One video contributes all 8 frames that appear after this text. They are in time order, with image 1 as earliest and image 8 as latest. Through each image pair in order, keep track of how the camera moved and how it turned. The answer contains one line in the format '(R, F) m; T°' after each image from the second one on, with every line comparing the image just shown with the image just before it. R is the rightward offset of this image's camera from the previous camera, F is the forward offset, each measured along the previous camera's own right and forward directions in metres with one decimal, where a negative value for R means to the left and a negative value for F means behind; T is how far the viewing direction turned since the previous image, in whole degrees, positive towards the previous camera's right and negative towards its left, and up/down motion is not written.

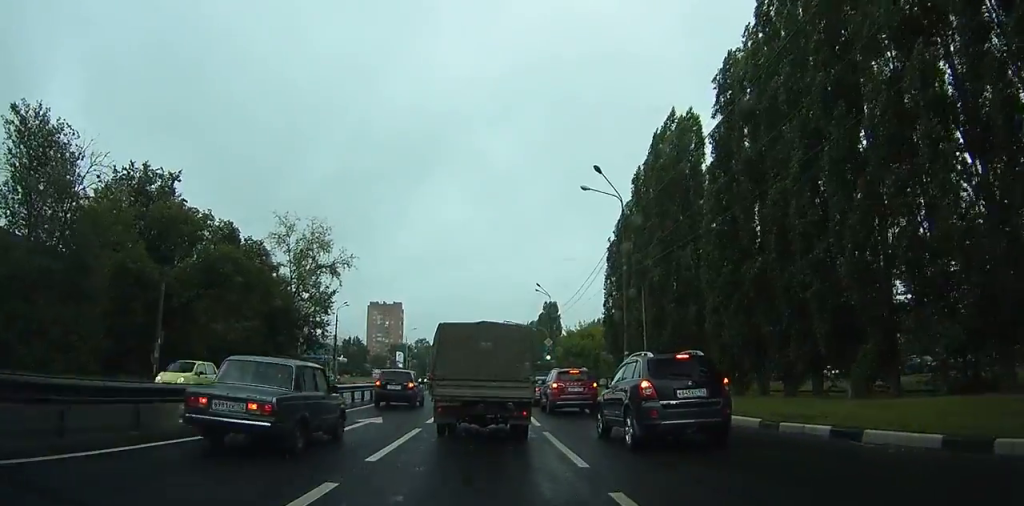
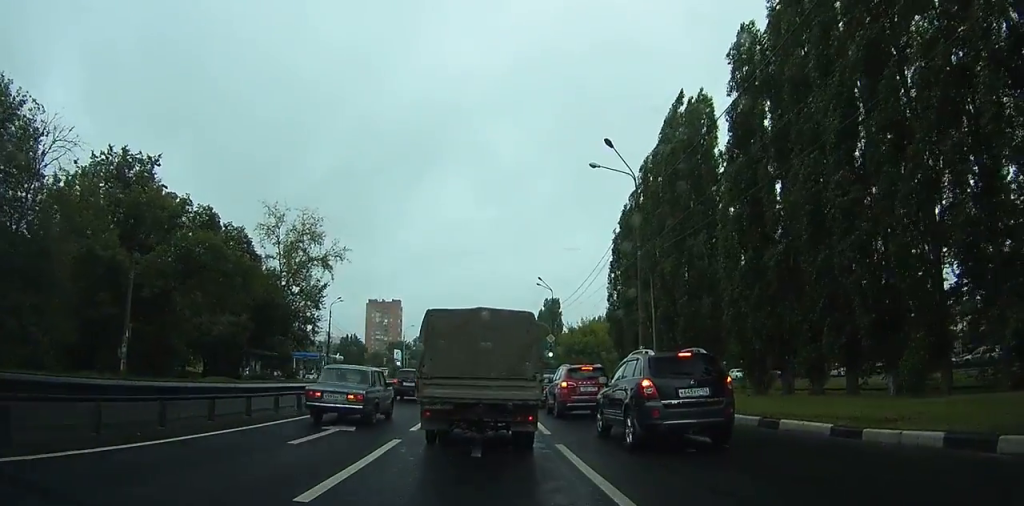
(+0.2, +2.9) m; 0°
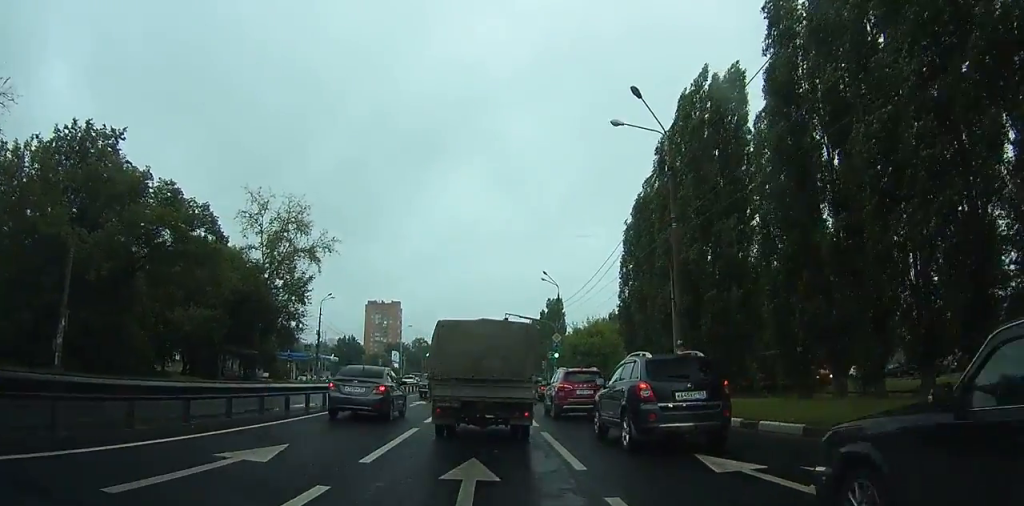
(-0.4, +7.1) m; -1°
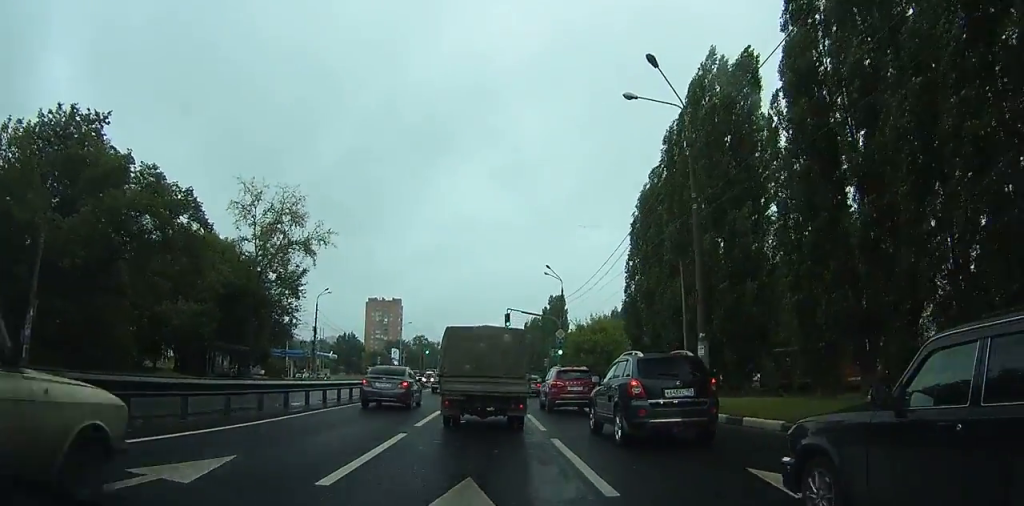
(-0.1, +1.9) m; +3°
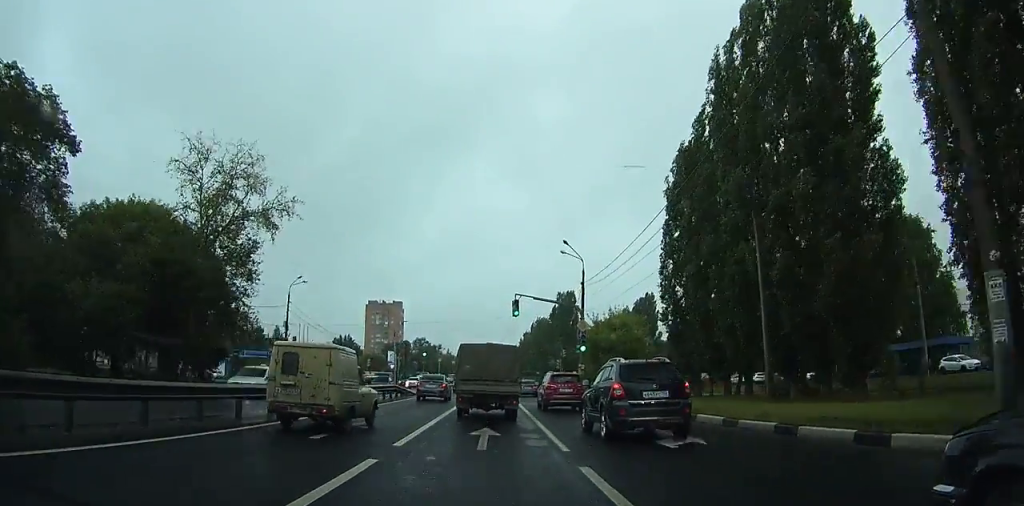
(+0.6, +9.3) m; +3°
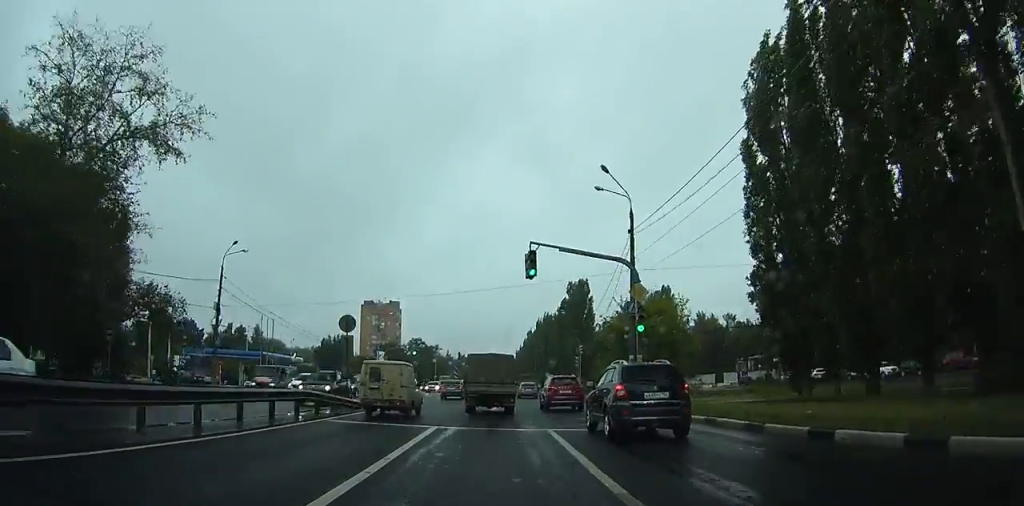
(-0.1, +13.5) m; 0°
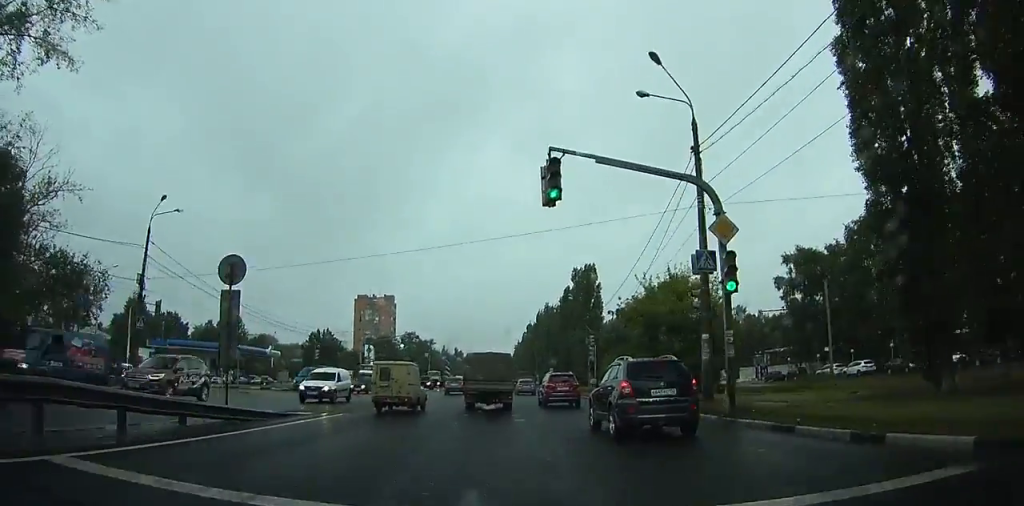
(0.0, +8.3) m; 0°
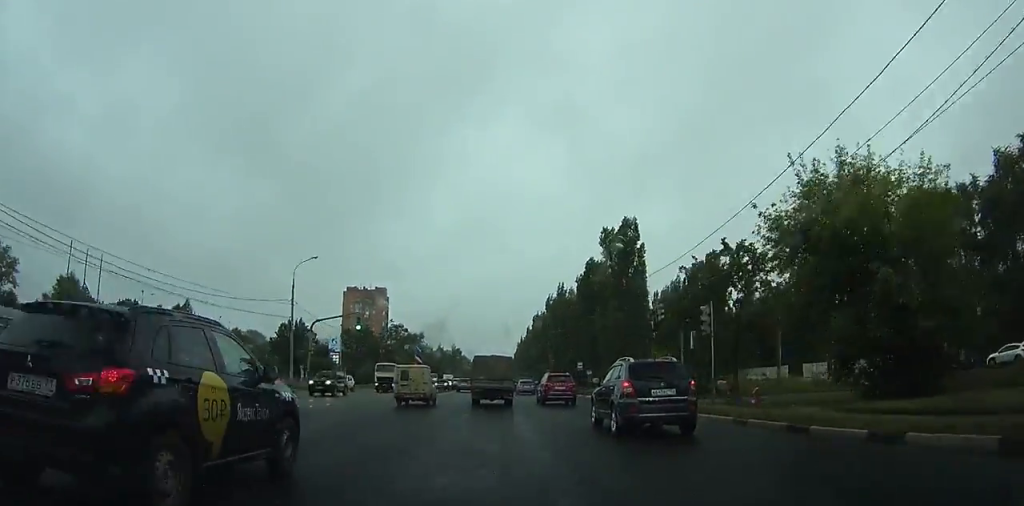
(+0.1, +24.3) m; 0°
